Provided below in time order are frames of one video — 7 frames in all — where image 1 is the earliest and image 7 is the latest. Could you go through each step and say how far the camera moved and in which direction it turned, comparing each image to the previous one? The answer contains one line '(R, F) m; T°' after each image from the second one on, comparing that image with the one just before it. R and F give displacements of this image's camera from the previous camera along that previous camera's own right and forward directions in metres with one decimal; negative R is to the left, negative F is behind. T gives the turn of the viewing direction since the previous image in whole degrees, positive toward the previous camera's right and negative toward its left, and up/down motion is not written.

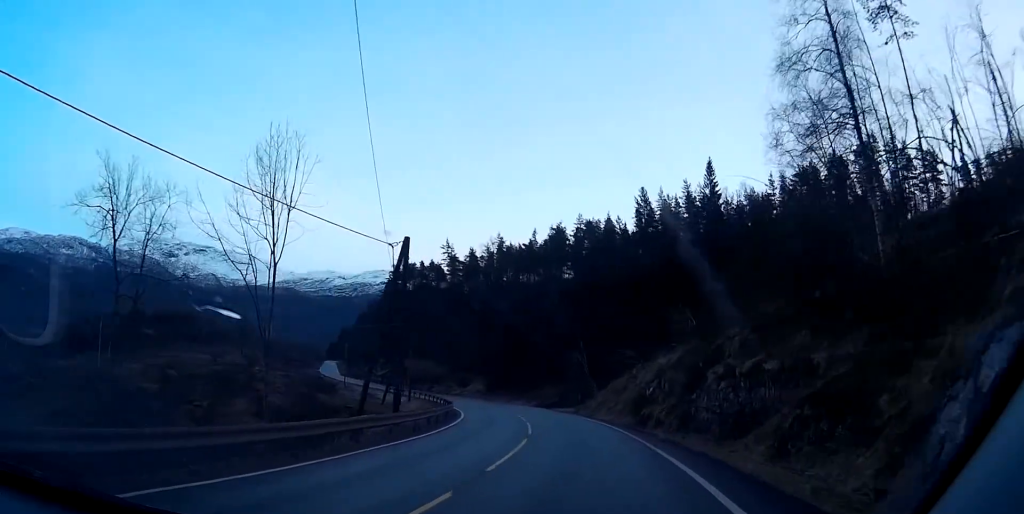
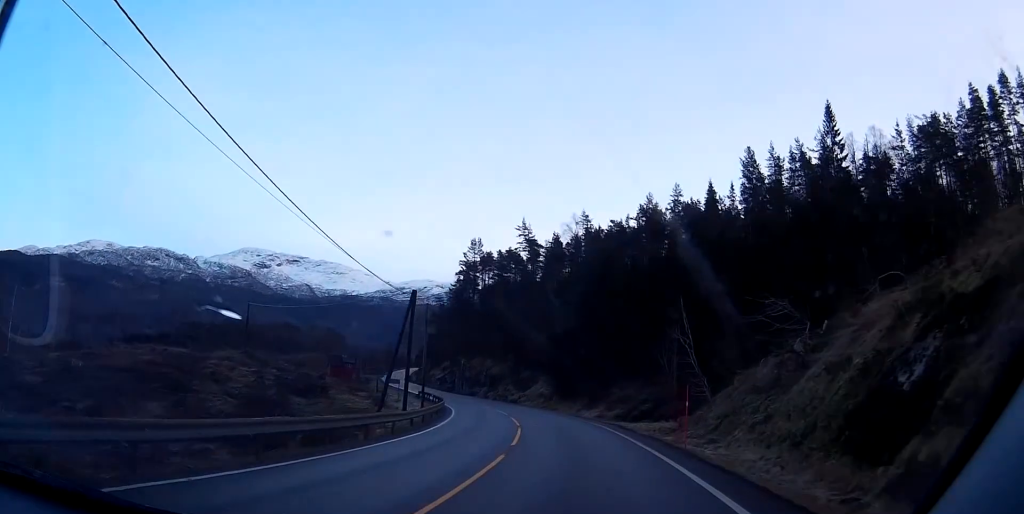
(-0.1, +29.8) m; -3°
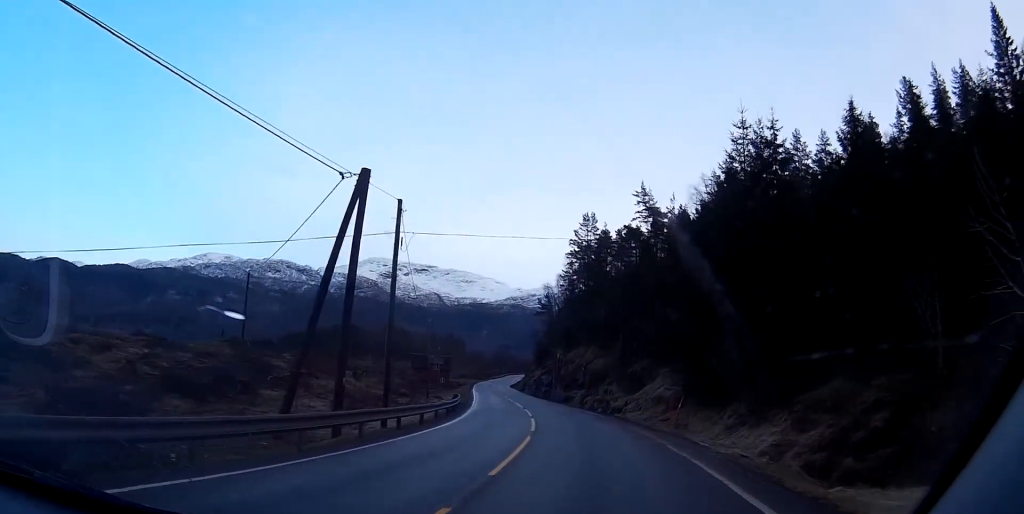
(-3.1, +32.1) m; -9°
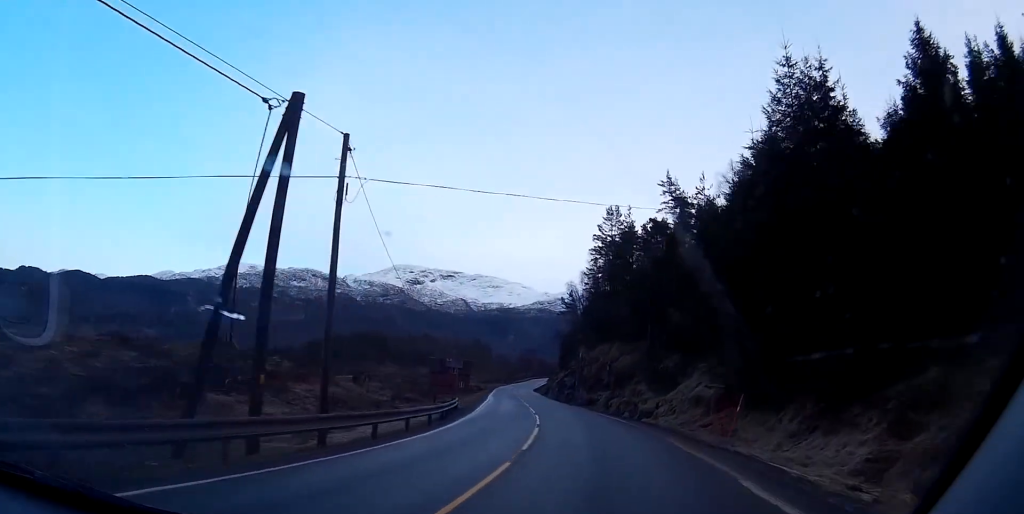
(-0.1, +7.9) m; -1°
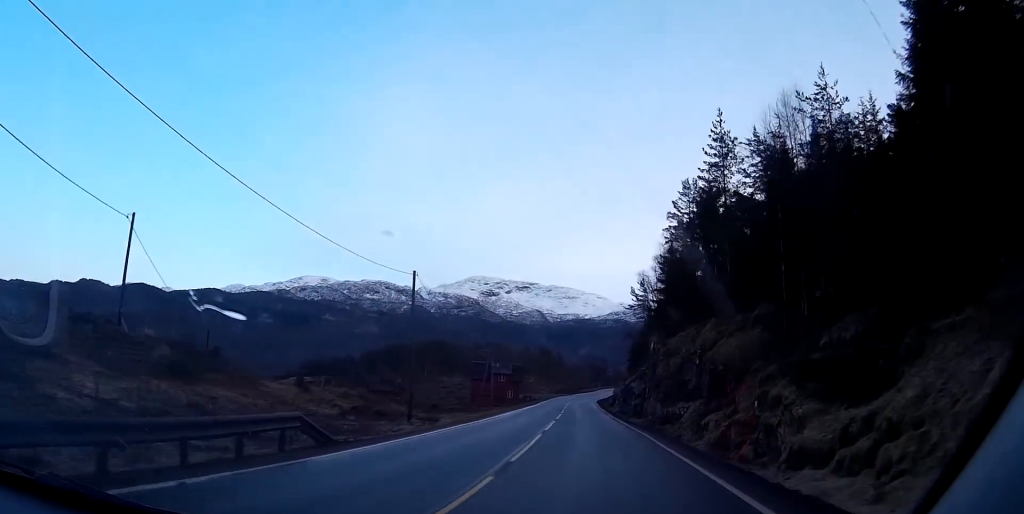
(-0.5, +26.4) m; -3°
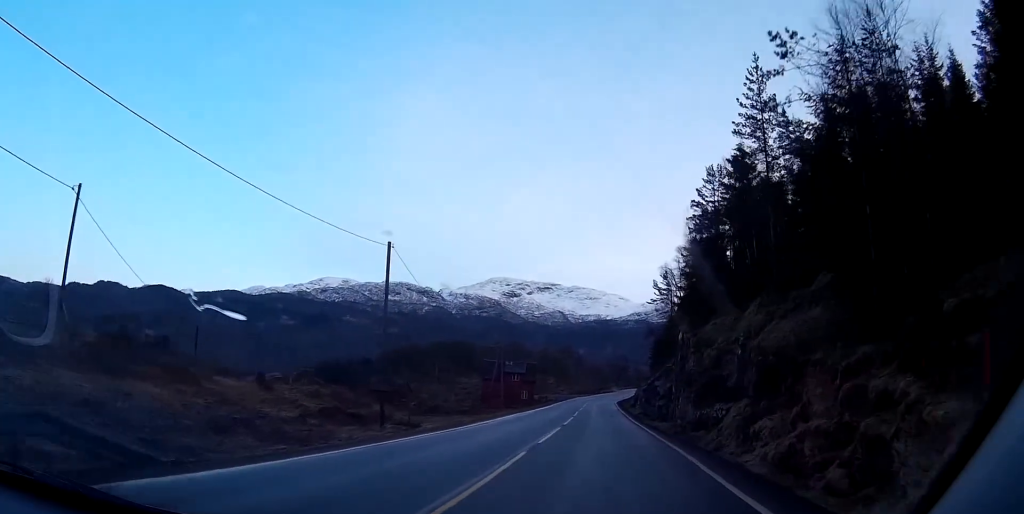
(-0.1, +7.8) m; -2°
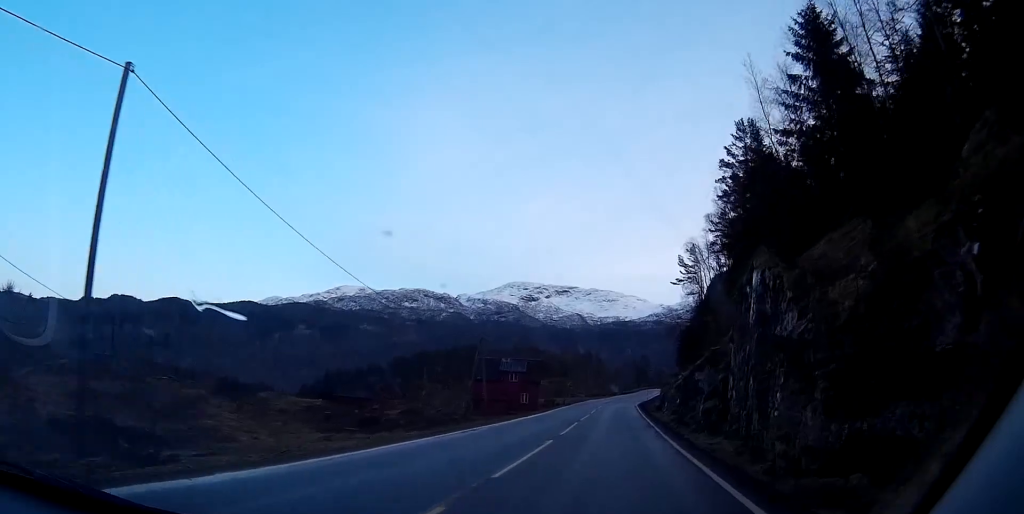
(-0.8, +20.3) m; -4°
